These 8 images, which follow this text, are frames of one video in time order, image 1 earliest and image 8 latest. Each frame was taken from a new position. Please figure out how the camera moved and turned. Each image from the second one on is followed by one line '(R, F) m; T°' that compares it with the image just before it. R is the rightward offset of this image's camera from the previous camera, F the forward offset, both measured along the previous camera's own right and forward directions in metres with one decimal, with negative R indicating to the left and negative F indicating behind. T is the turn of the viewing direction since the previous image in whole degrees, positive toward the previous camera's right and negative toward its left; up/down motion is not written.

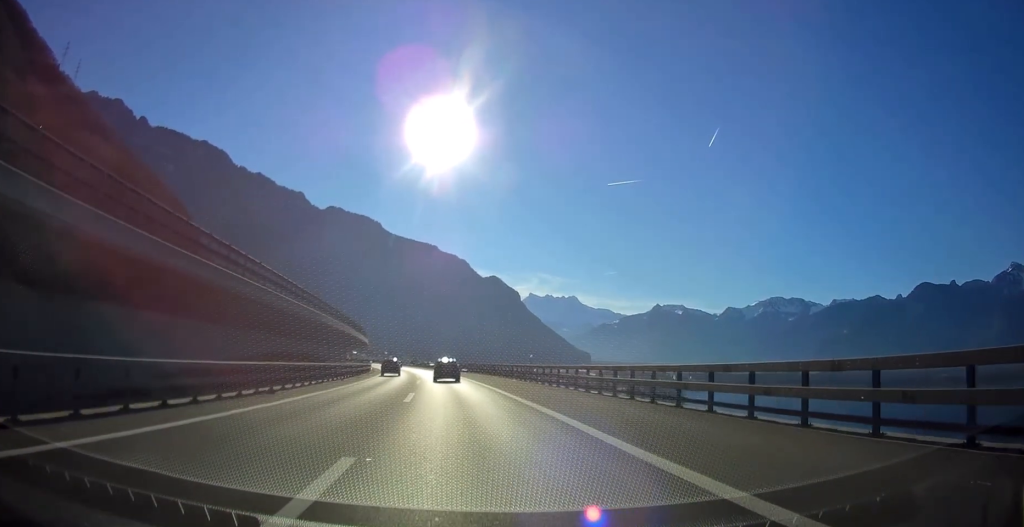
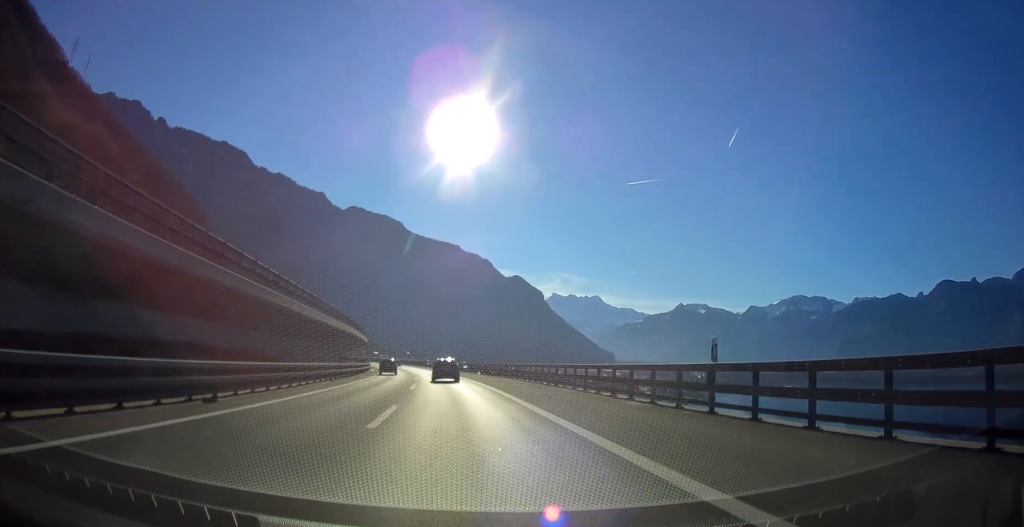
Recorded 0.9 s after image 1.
(-0.4, +26.4) m; -2°
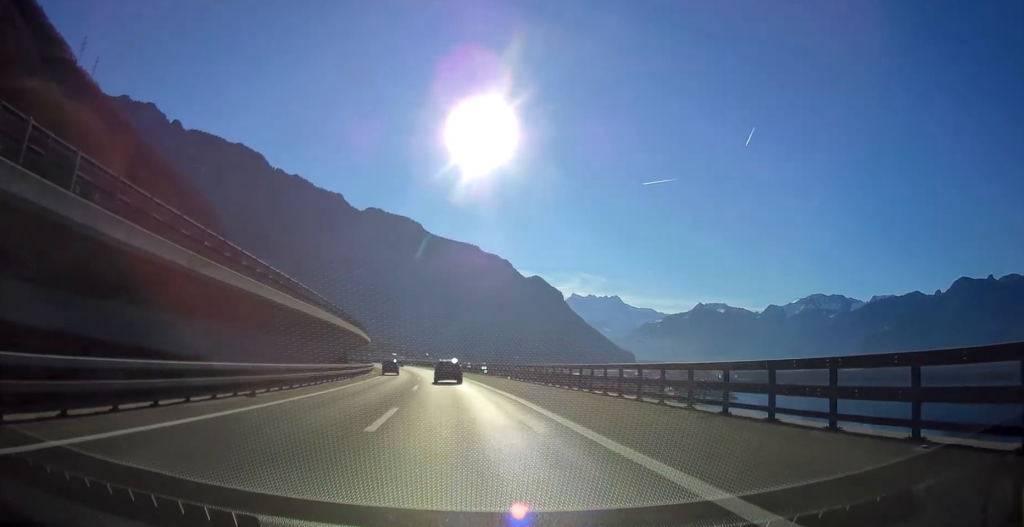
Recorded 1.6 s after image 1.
(-0.4, +18.9) m; -2°
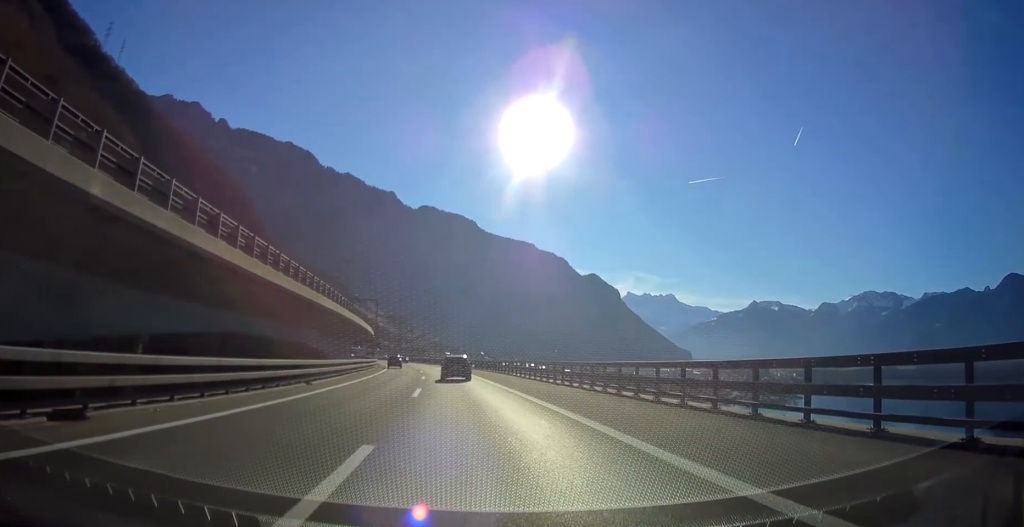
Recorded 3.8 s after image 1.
(-2.9, +62.5) m; -5°
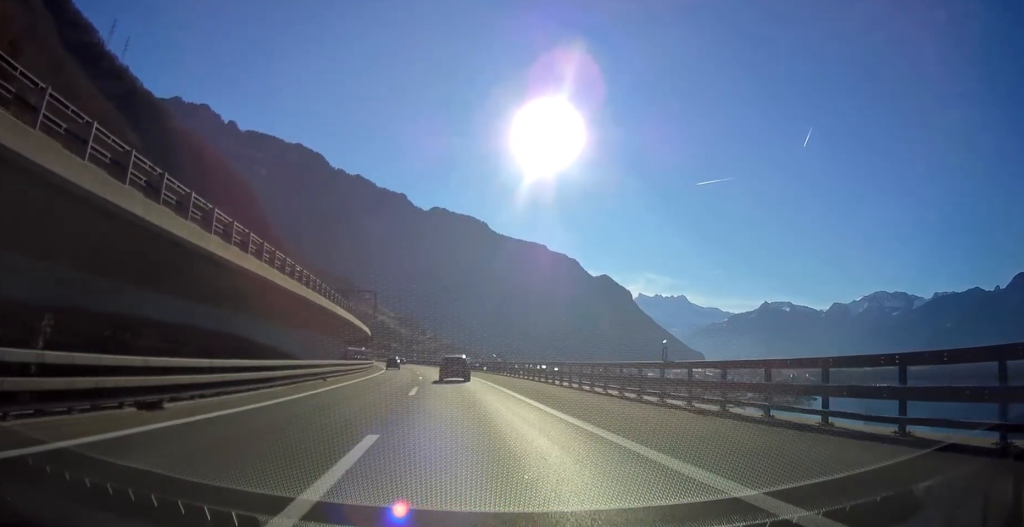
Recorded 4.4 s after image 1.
(-0.2, +16.0) m; -1°
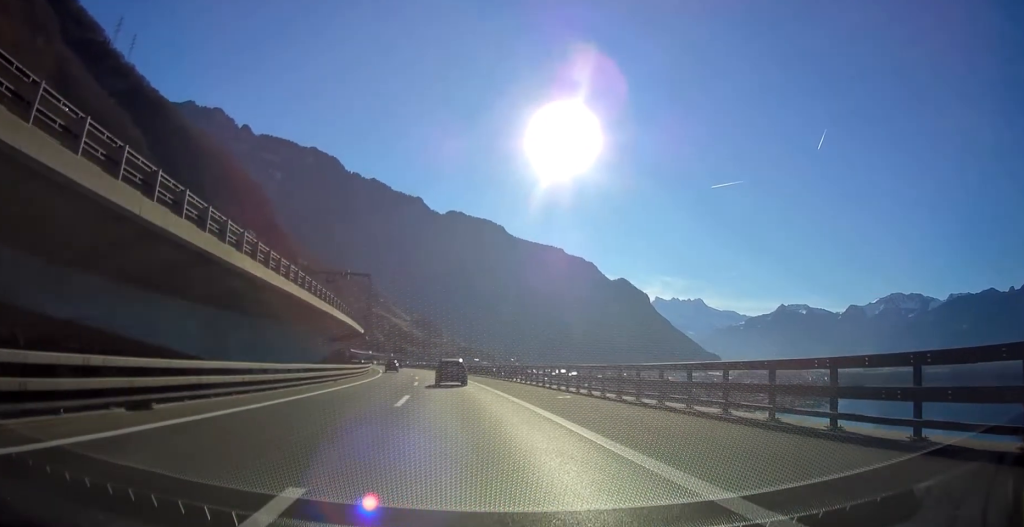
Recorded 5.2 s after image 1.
(-0.3, +22.6) m; -2°
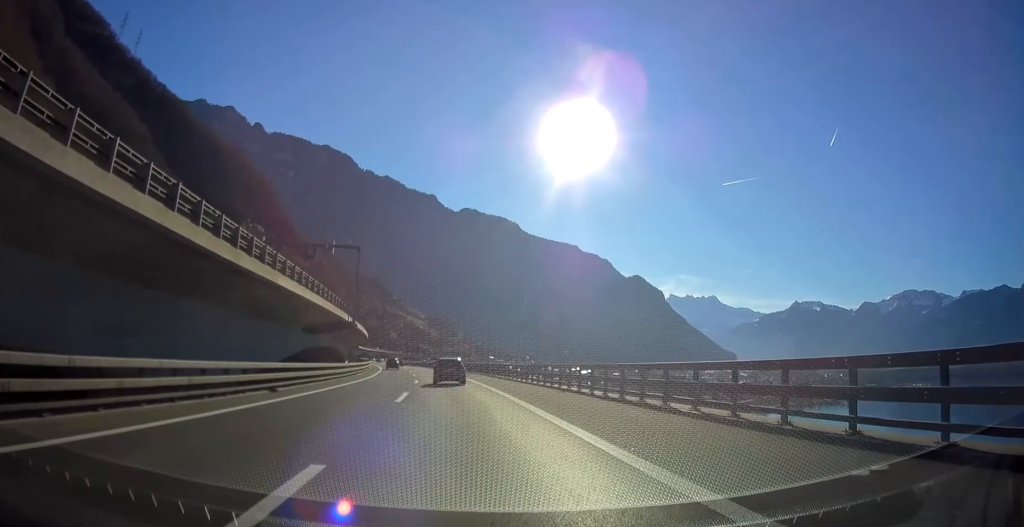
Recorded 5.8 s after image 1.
(-0.3, +16.9) m; -1°
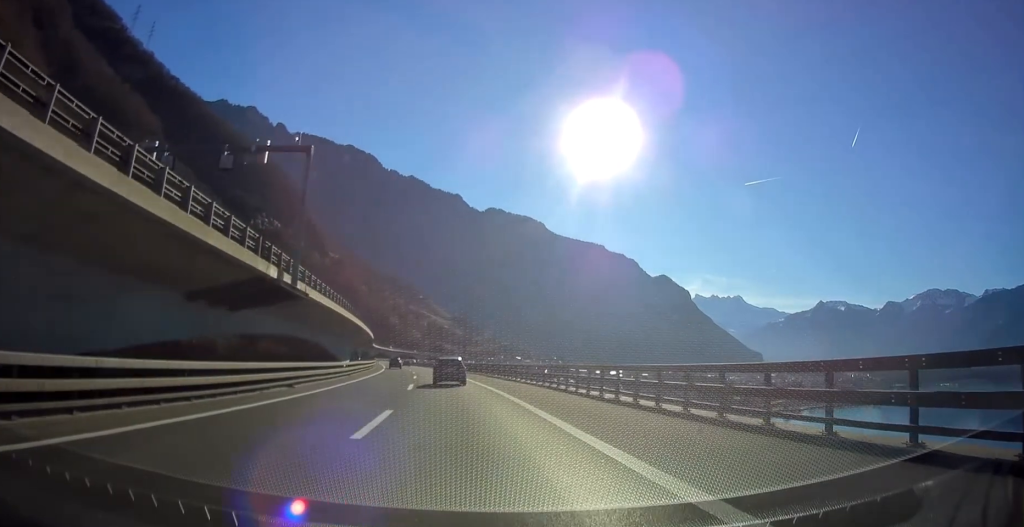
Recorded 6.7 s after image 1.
(-0.4, +26.4) m; -2°
